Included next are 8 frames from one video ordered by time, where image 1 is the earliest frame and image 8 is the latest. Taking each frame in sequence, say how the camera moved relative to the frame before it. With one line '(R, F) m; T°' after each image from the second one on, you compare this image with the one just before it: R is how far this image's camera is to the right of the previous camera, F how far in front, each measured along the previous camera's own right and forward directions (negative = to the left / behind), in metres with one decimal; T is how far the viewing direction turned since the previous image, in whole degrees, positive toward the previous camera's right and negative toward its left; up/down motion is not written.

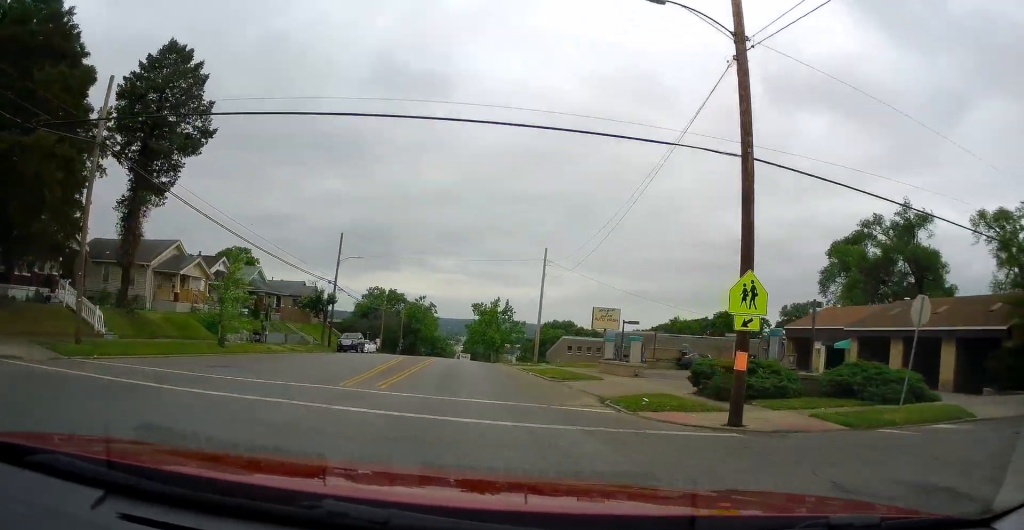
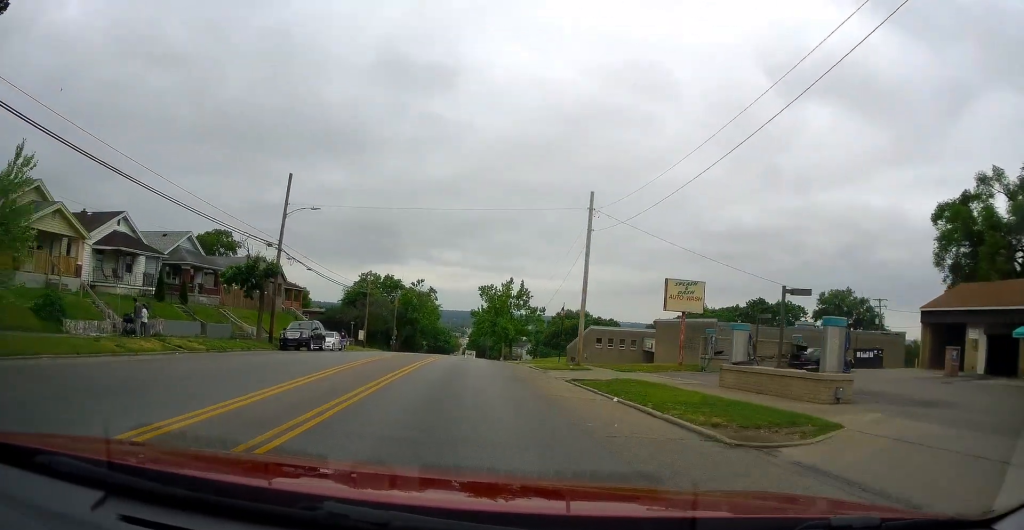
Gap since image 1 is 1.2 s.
(0.0, +17.7) m; 0°
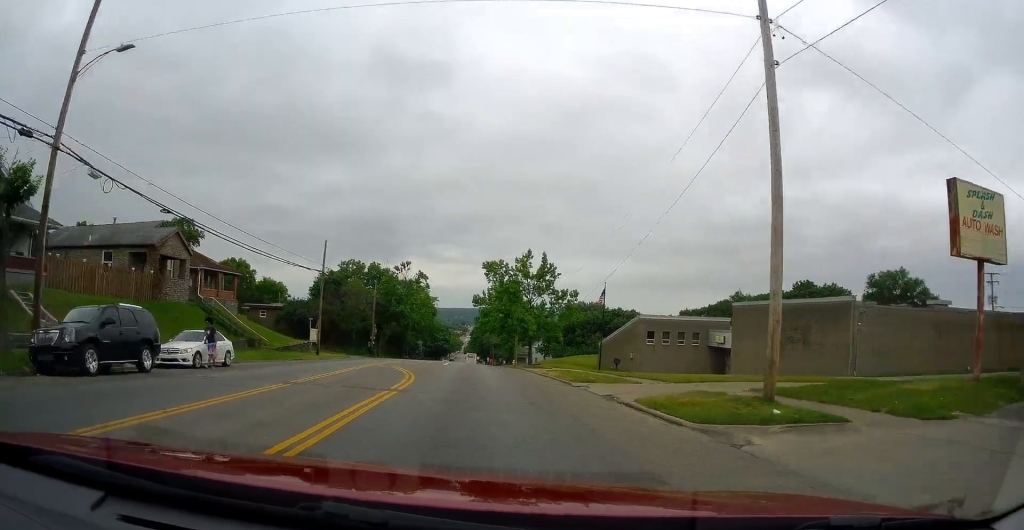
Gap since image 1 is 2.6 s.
(0.0, +22.5) m; 0°
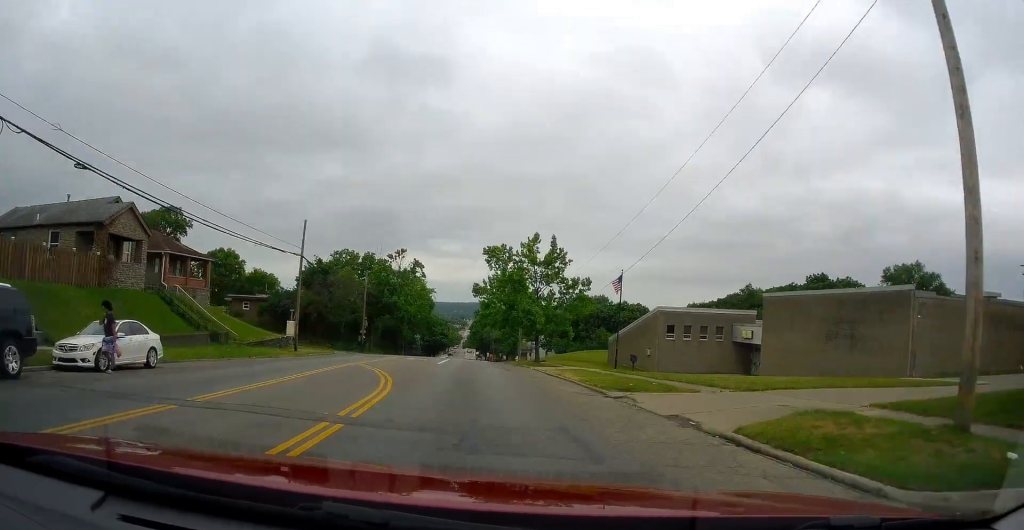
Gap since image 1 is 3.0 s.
(0.0, +6.1) m; 0°
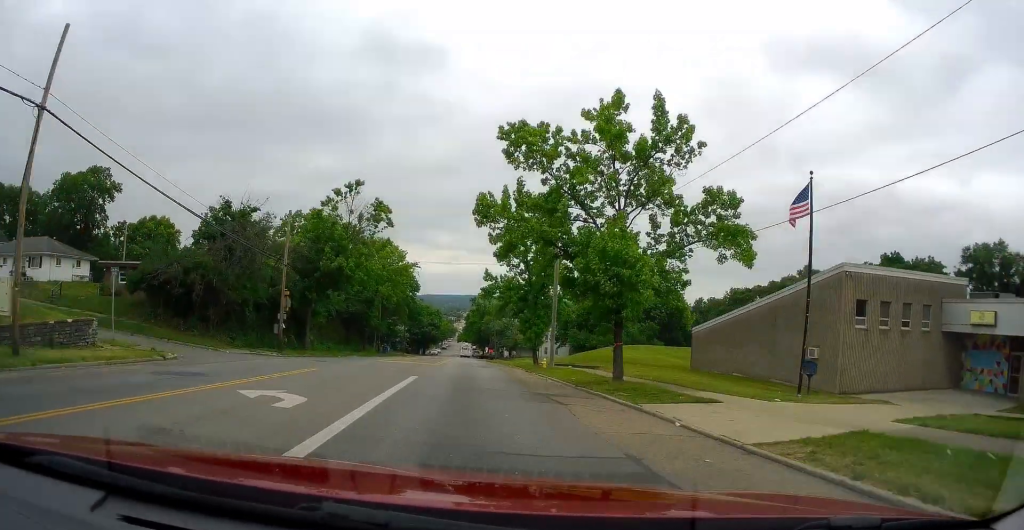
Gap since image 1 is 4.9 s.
(0.0, +28.3) m; -2°
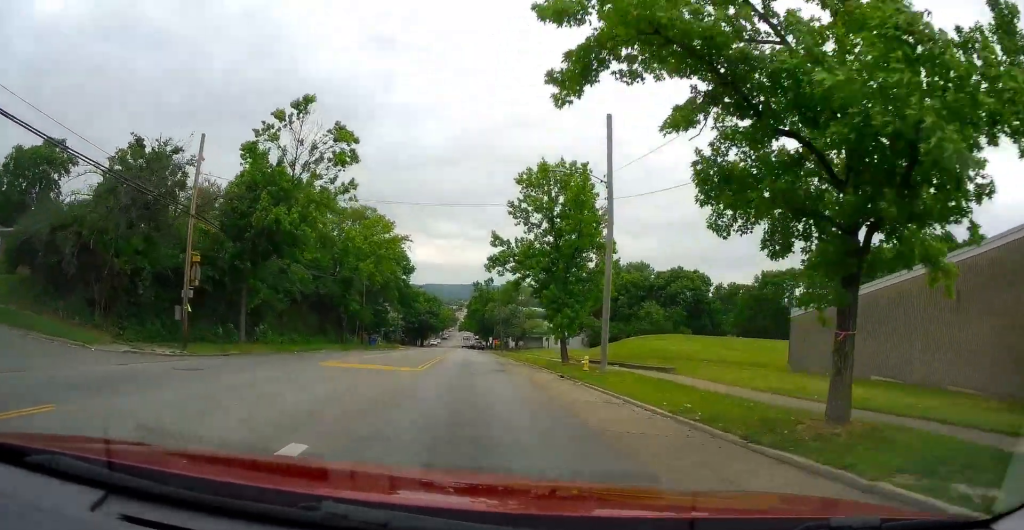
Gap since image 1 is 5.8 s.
(-0.5, +14.0) m; +2°
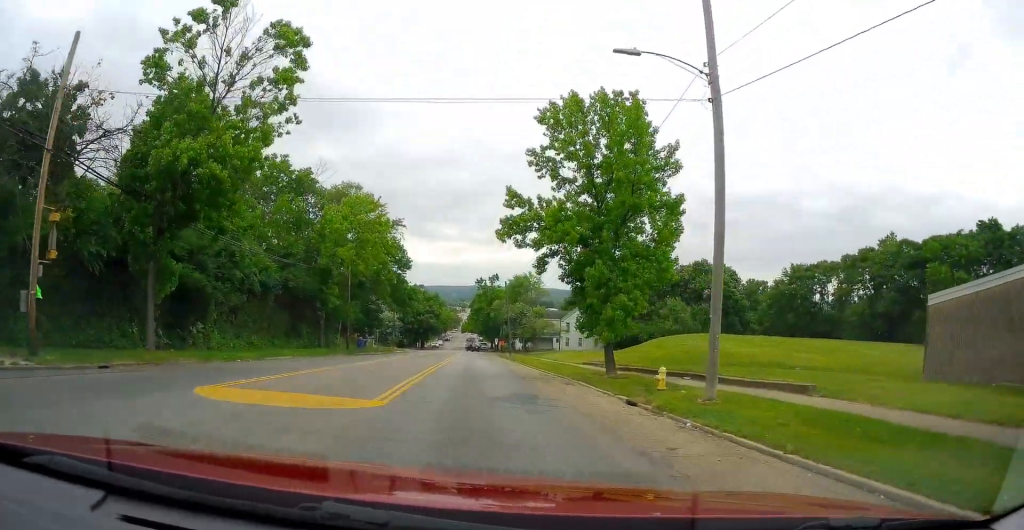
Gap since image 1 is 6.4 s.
(+0.6, +10.4) m; +1°
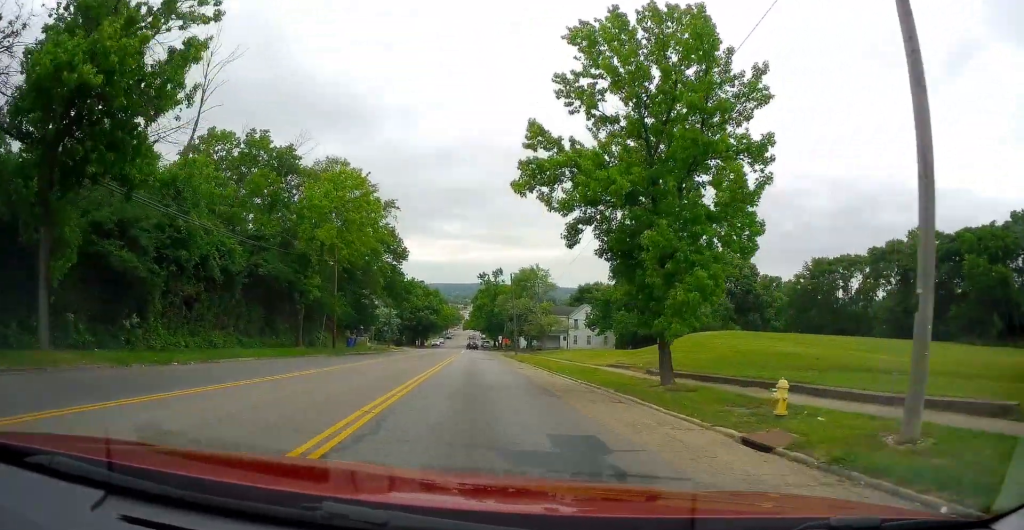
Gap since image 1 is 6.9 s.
(+0.3, +6.8) m; +1°
